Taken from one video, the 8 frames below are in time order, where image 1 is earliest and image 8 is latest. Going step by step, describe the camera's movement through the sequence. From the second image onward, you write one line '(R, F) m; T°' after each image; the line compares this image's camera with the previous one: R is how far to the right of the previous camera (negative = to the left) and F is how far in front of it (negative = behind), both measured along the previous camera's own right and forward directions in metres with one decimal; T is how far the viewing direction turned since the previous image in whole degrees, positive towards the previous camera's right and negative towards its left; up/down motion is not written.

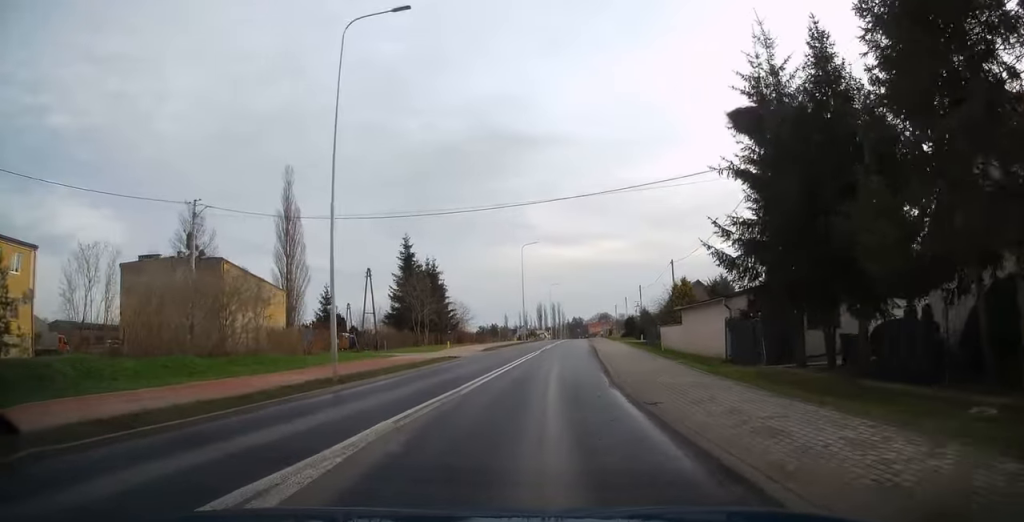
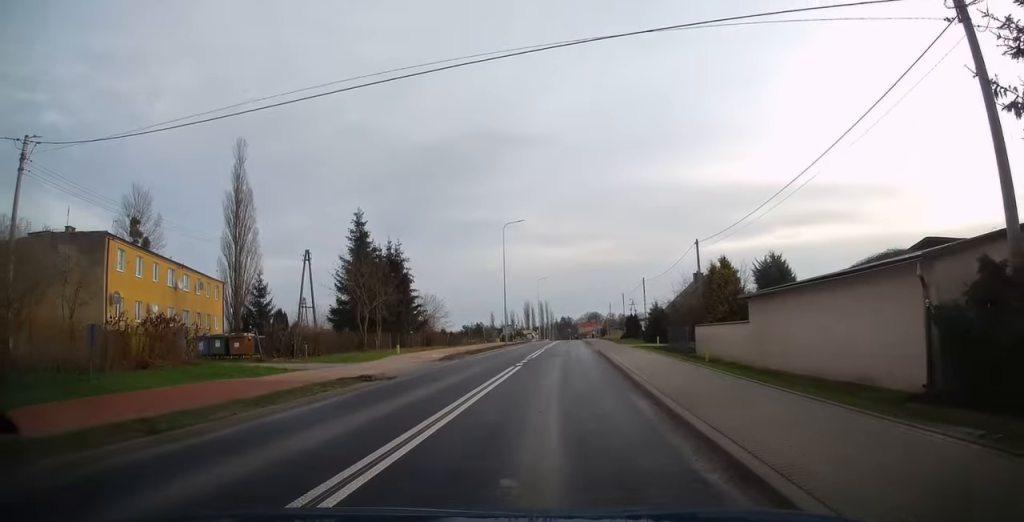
(-0.6, +13.7) m; -3°
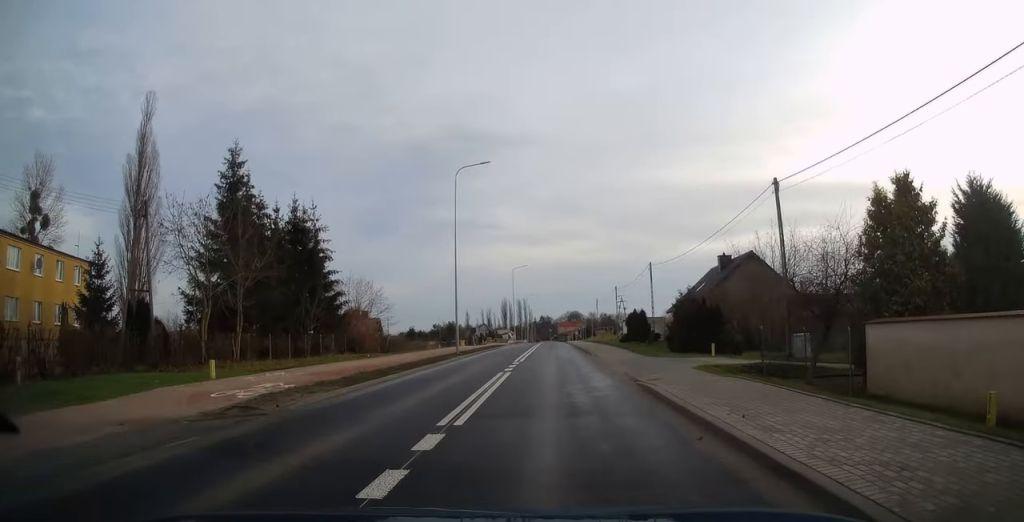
(+0.1, +19.3) m; +2°
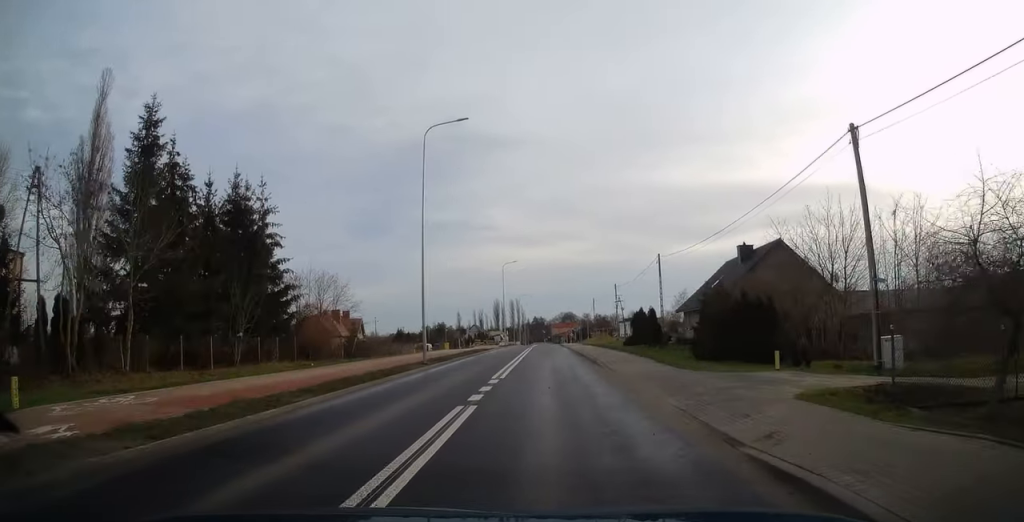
(+0.2, +7.8) m; +1°
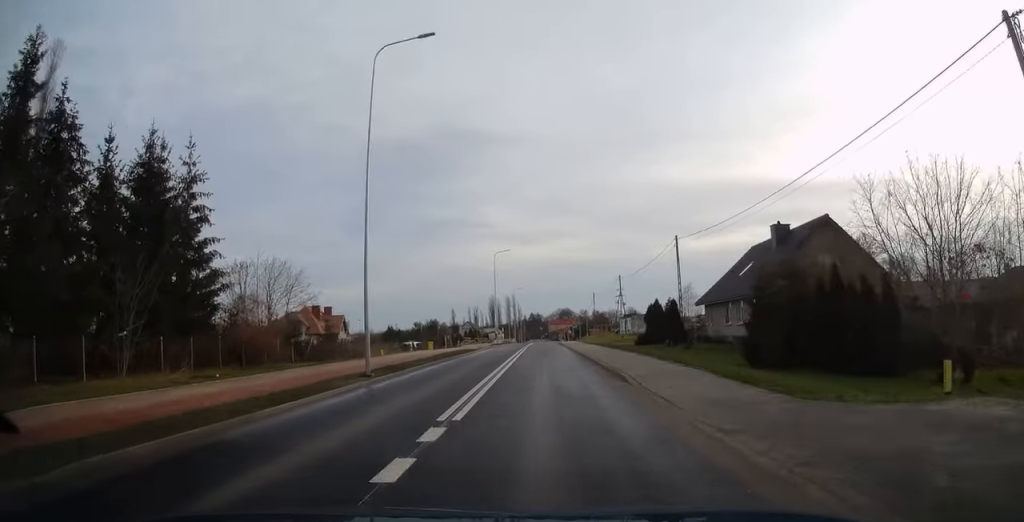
(+0.1, +8.4) m; +1°
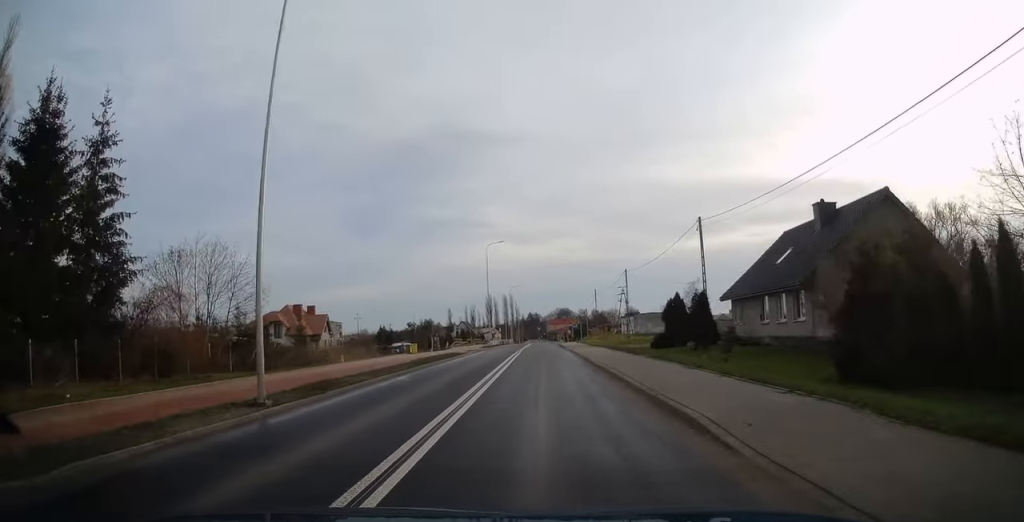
(0.0, +7.3) m; +1°
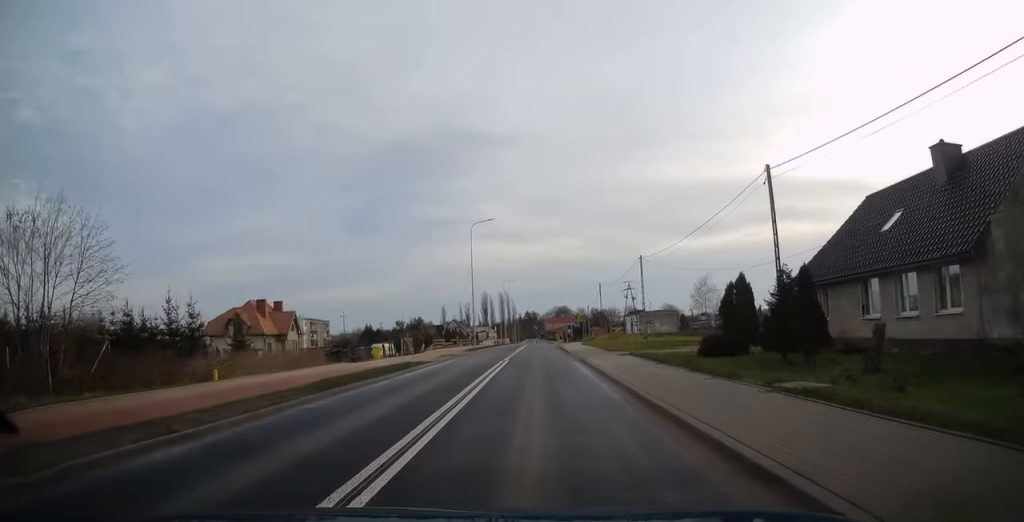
(+0.2, +12.2) m; +1°
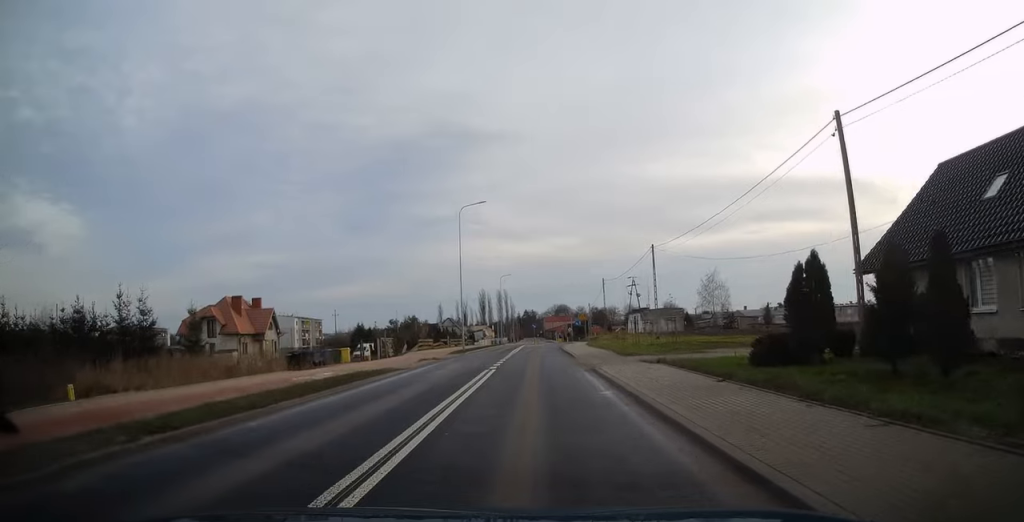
(+0.2, +6.8) m; 0°
